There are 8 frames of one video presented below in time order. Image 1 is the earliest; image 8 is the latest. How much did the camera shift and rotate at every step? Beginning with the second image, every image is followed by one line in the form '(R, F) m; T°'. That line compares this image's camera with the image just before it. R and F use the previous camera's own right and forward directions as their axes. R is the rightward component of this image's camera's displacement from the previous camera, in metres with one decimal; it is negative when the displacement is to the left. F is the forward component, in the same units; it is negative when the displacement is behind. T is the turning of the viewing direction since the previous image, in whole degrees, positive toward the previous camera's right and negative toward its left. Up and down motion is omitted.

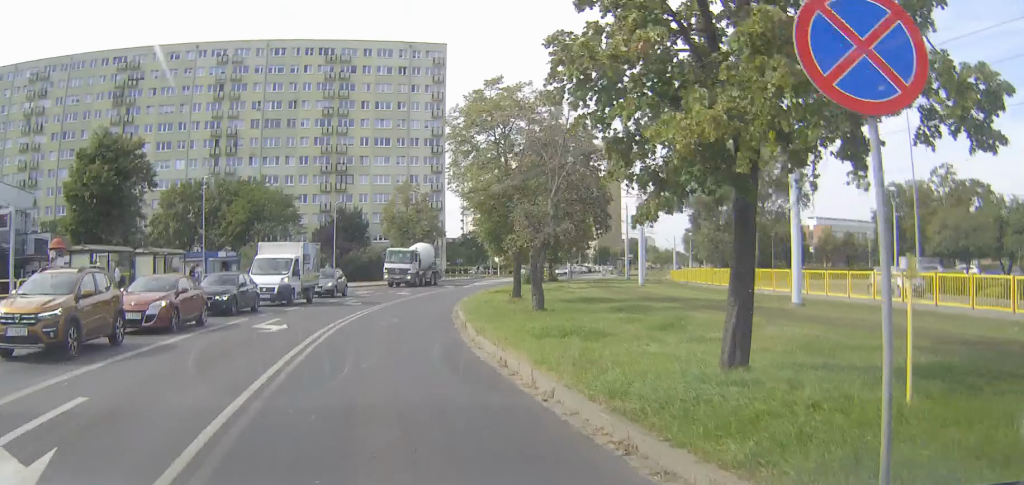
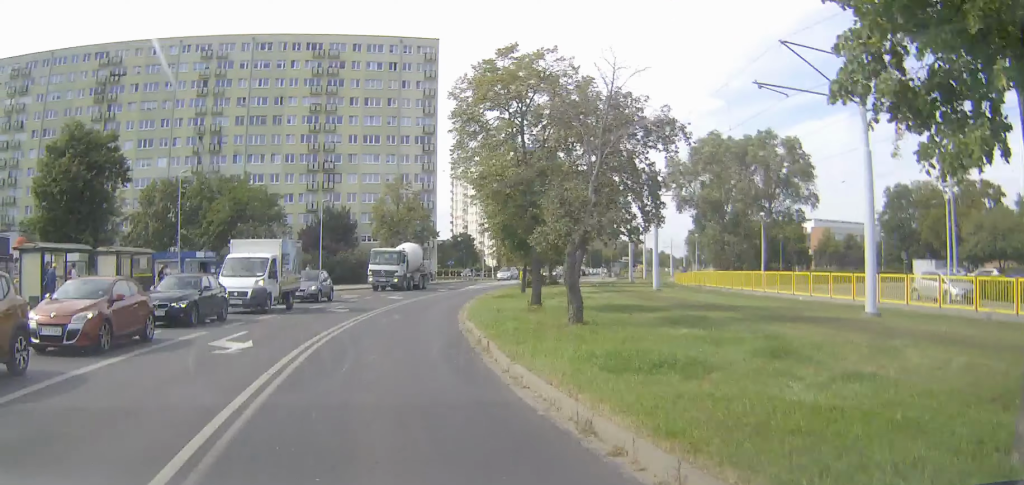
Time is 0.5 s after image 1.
(0.0, +4.4) m; 0°
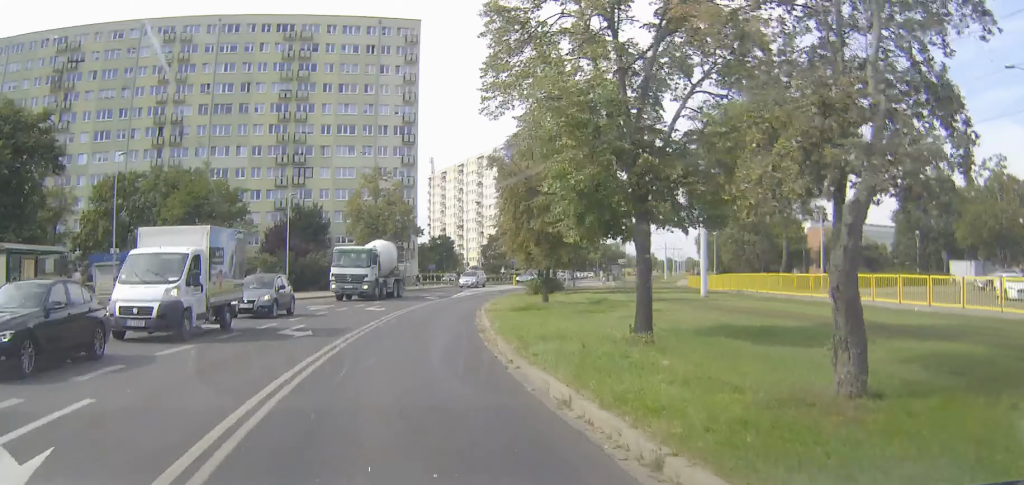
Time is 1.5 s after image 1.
(0.0, +9.7) m; +2°
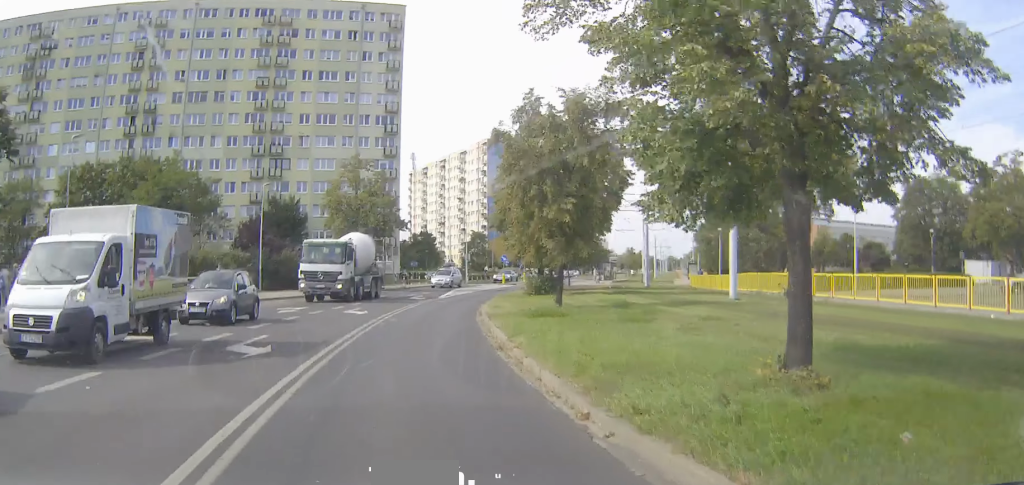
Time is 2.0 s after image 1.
(+0.1, +5.0) m; +2°
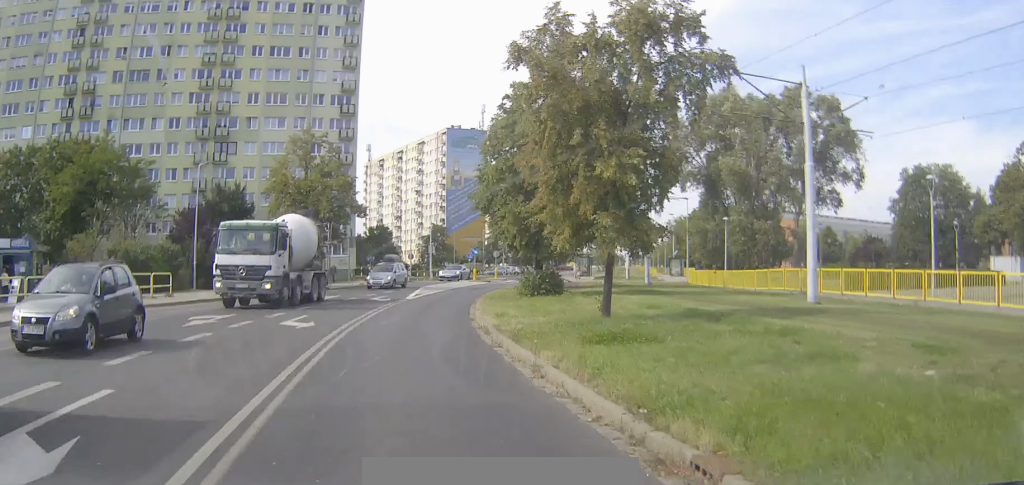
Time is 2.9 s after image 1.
(+0.3, +9.2) m; +3°
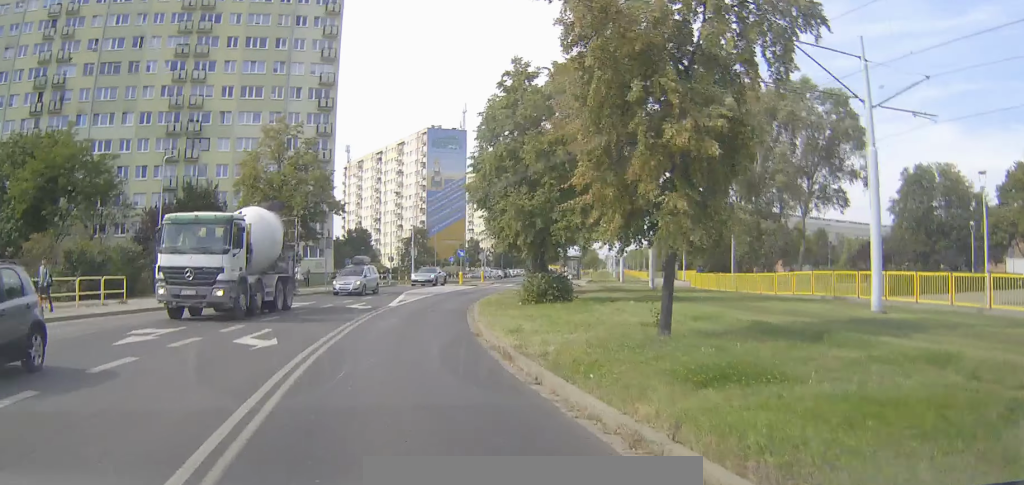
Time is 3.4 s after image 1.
(+0.1, +4.5) m; +1°
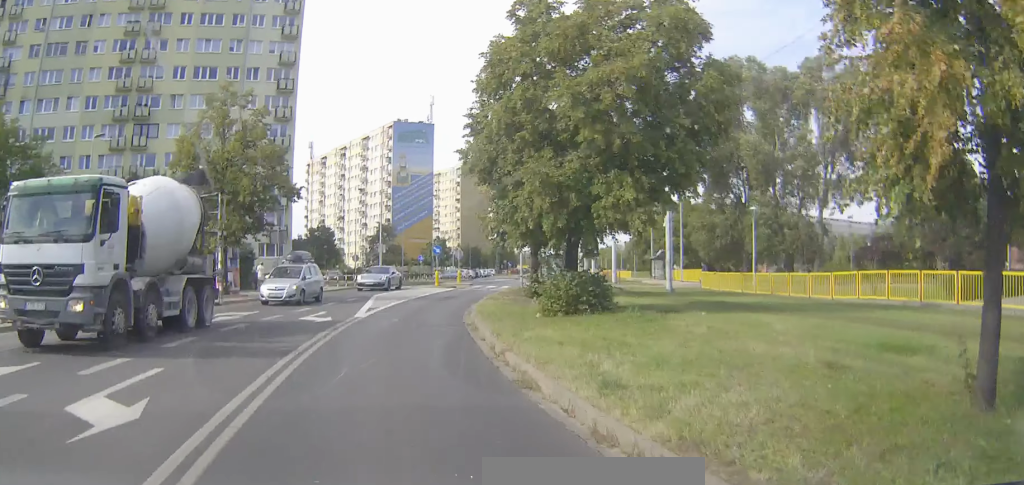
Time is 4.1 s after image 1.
(+0.1, +8.0) m; +3°
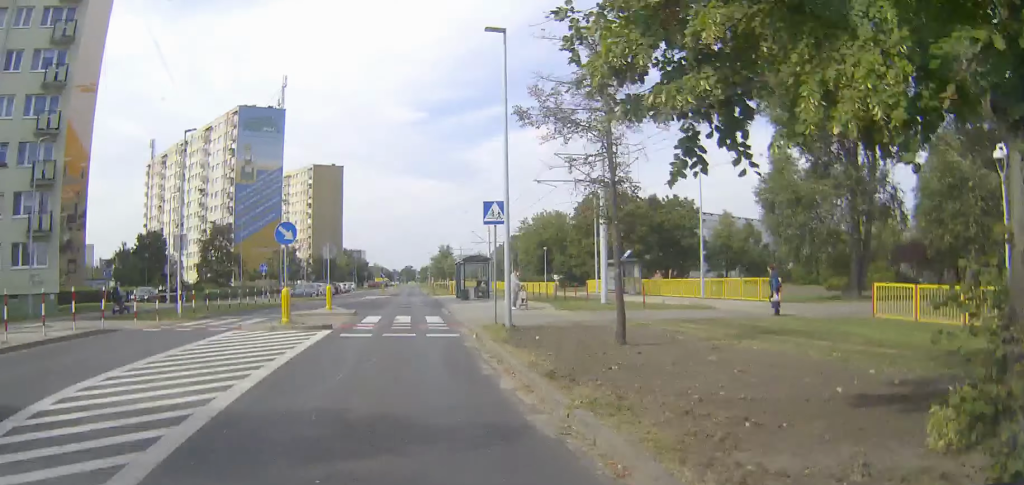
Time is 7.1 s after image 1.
(+3.0, +30.1) m; +11°
